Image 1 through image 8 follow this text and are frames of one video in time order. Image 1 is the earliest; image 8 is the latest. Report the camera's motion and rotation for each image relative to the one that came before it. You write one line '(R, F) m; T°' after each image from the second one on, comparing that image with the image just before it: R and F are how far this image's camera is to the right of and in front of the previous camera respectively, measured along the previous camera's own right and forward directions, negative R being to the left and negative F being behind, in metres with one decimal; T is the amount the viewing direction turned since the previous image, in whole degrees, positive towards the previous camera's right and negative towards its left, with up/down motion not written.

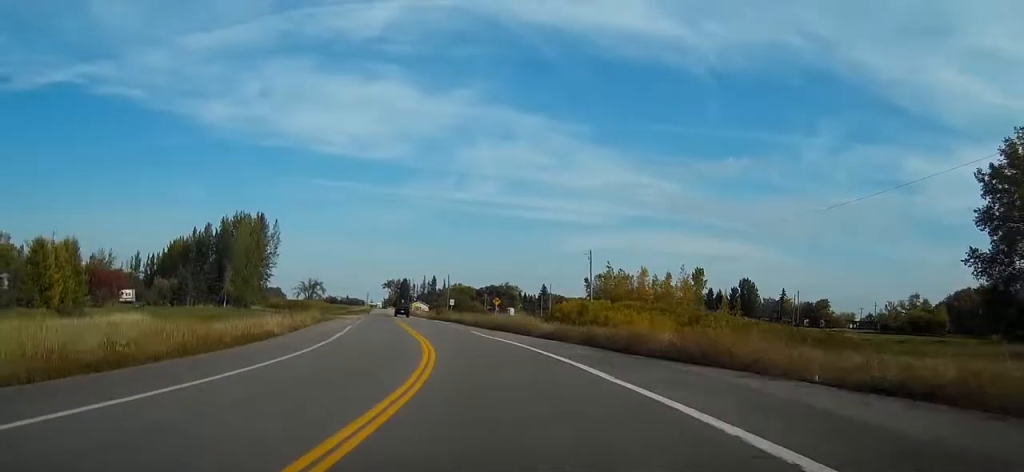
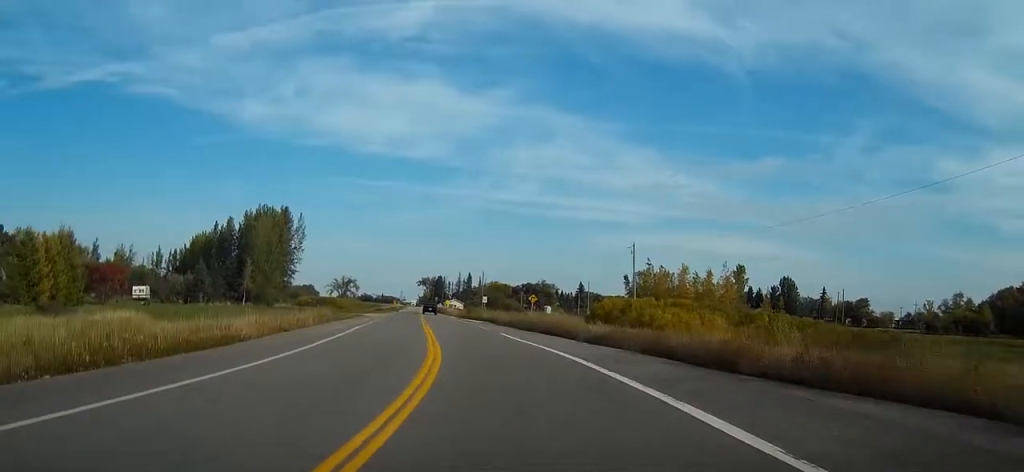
(-0.3, +7.0) m; -3°
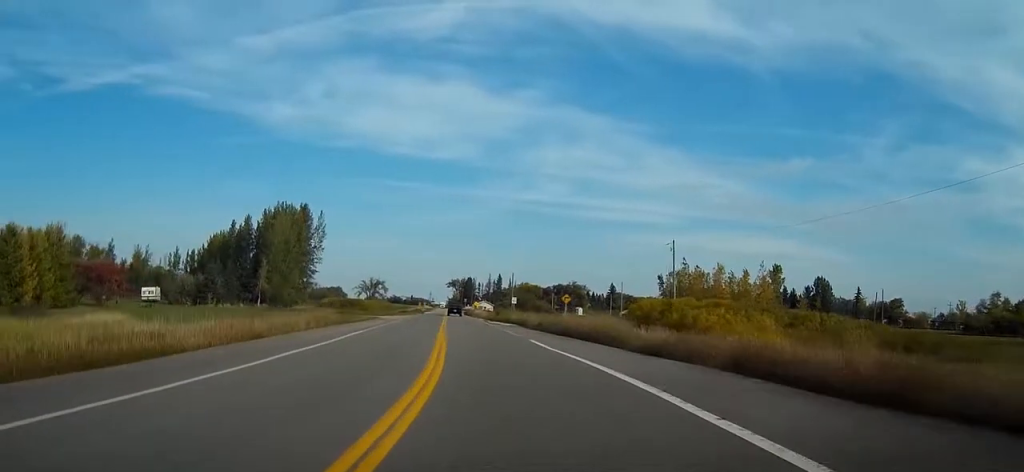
(0.0, +6.5) m; -2°
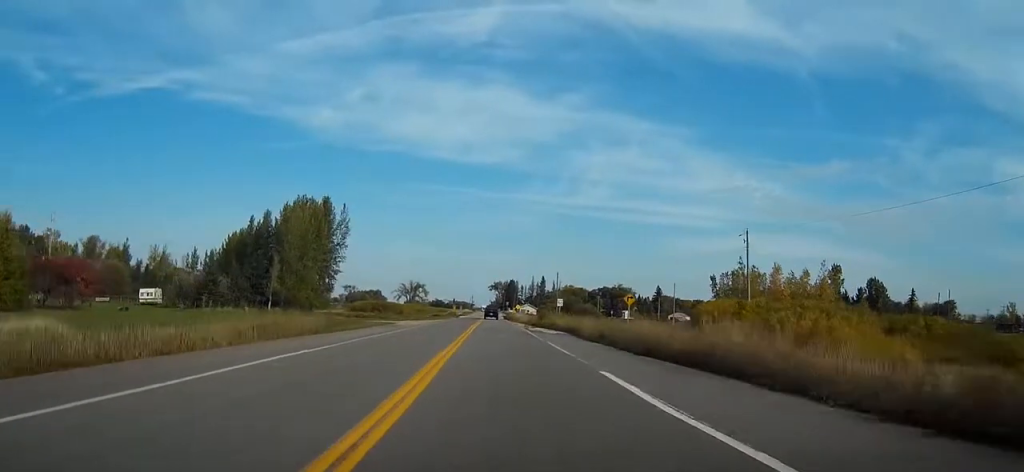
(-0.6, +13.4) m; -4°
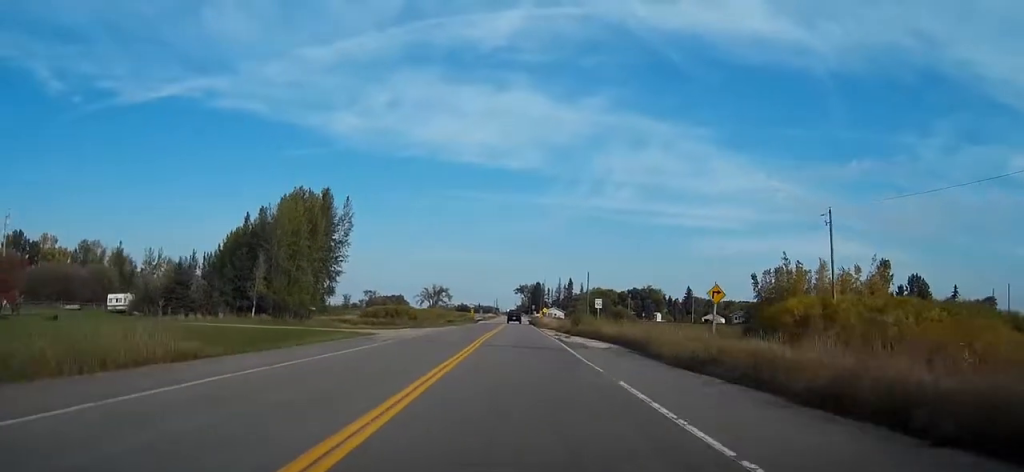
(-0.4, +15.3) m; -3°
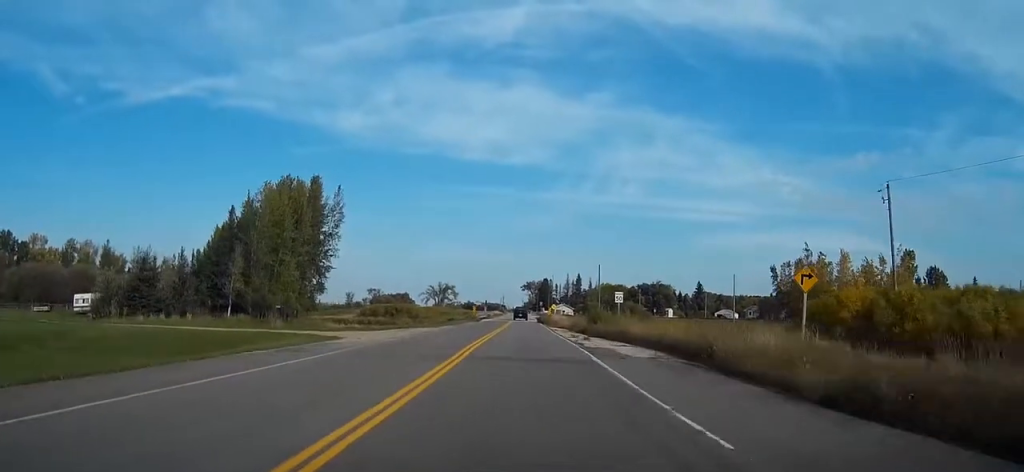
(-0.2, +9.3) m; -1°
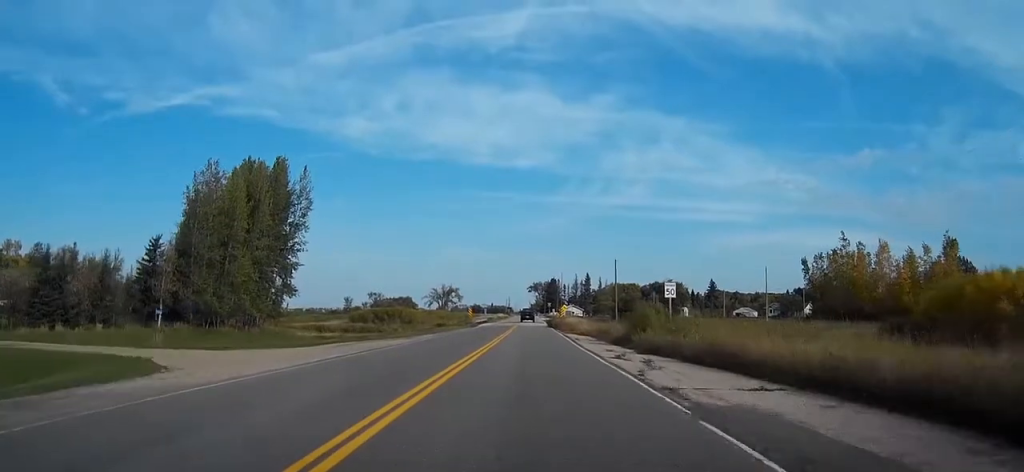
(-0.2, +17.0) m; -1°
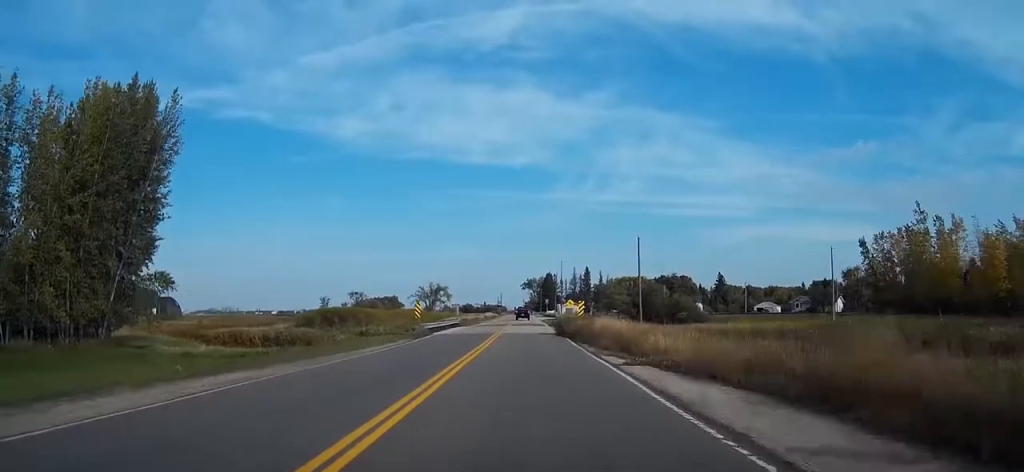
(+0.4, +32.7) m; +2°
